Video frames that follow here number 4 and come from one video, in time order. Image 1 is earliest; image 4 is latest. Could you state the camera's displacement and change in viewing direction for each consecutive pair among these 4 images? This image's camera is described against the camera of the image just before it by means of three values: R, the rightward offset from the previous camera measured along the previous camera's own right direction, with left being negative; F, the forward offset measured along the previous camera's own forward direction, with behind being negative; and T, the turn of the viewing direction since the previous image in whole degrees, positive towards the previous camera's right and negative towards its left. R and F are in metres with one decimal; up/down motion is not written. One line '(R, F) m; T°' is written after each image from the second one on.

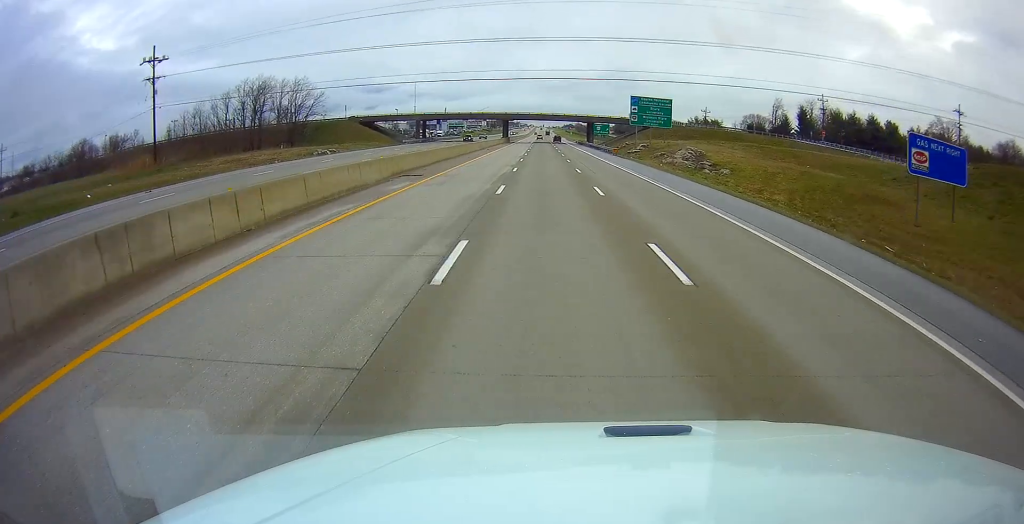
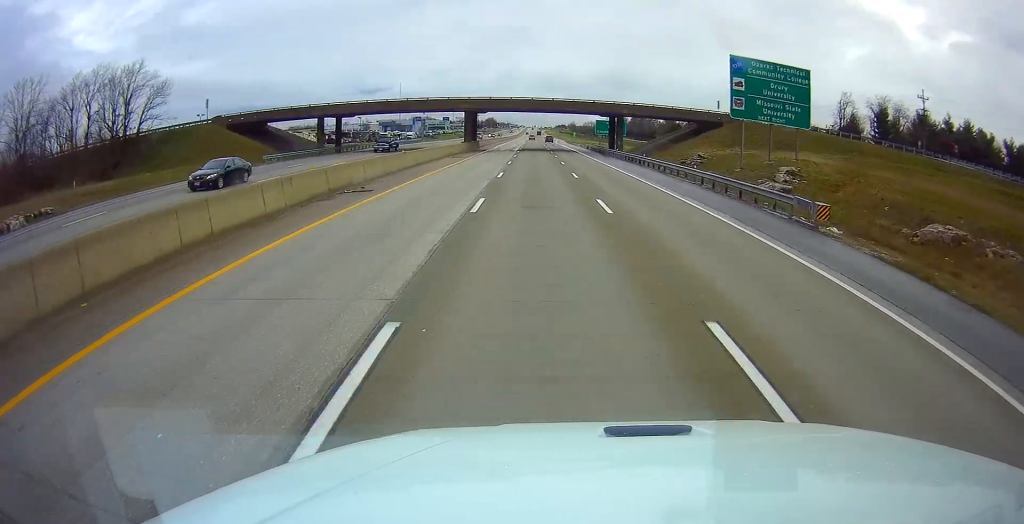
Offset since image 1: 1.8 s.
(+0.4, +53.9) m; 0°
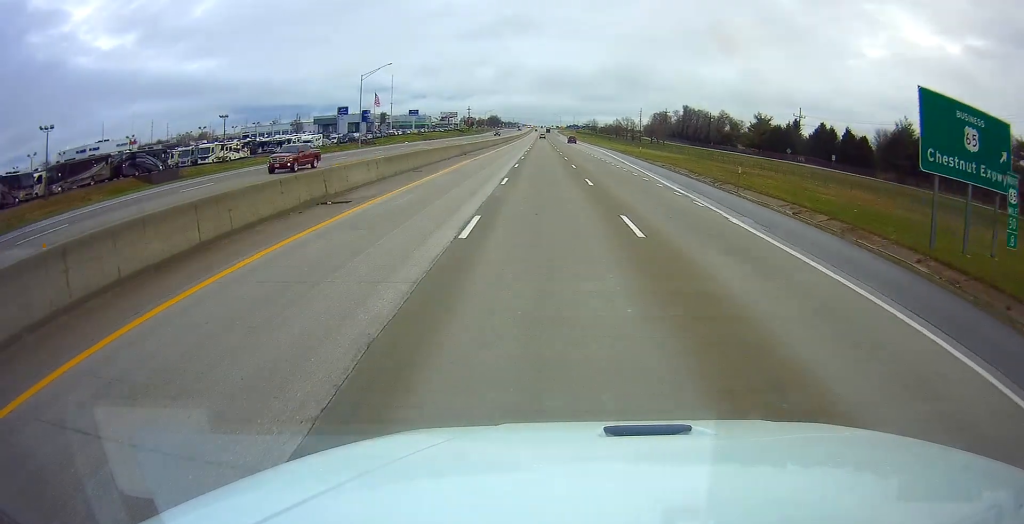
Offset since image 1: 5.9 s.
(-1.4, +126.3) m; 0°
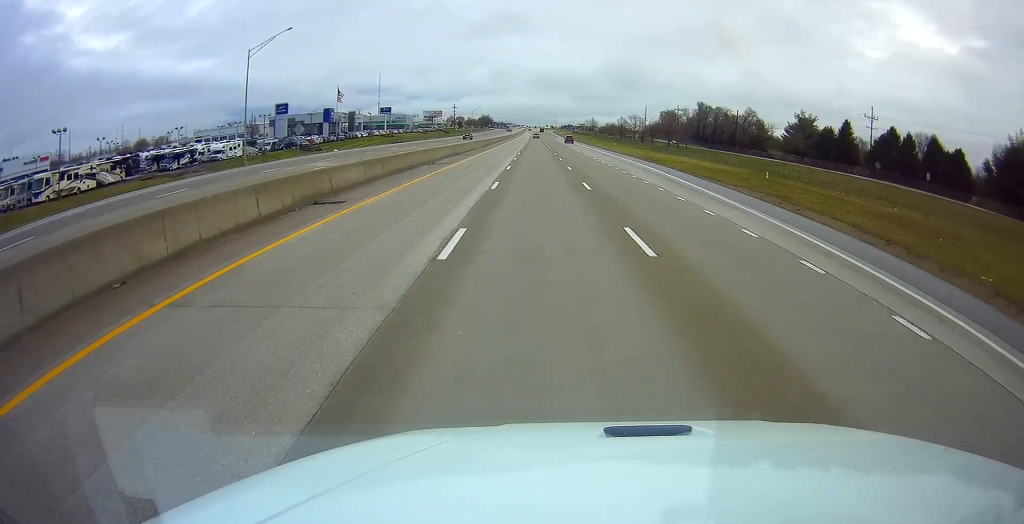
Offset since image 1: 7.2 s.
(+0.8, +38.4) m; 0°
